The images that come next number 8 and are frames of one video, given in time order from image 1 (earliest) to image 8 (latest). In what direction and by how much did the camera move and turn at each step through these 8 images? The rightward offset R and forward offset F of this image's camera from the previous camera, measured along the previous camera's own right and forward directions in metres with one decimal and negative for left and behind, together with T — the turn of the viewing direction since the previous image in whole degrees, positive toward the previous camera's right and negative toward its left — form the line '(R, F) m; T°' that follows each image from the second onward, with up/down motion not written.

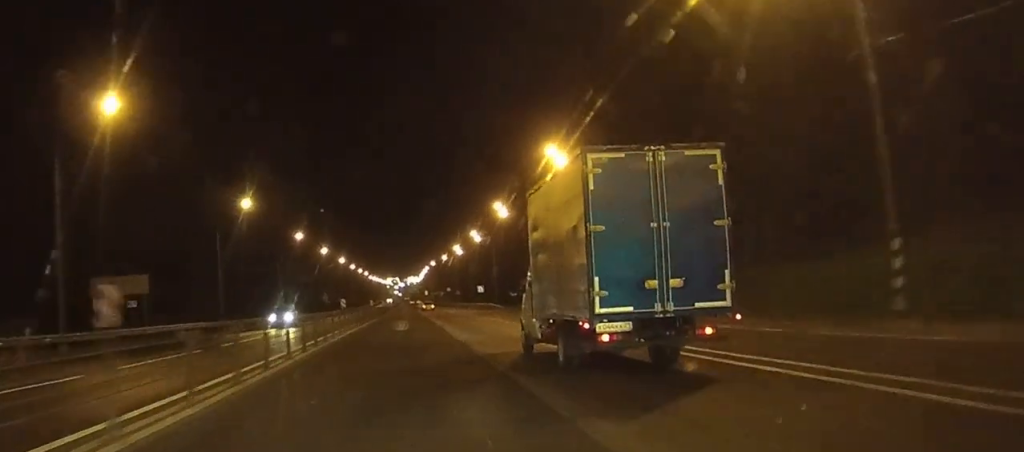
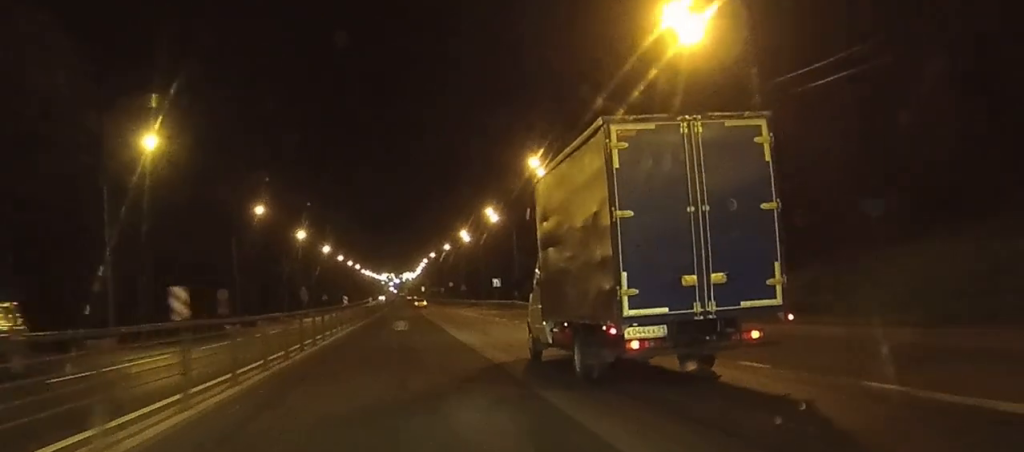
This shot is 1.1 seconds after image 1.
(0.0, +27.7) m; 0°
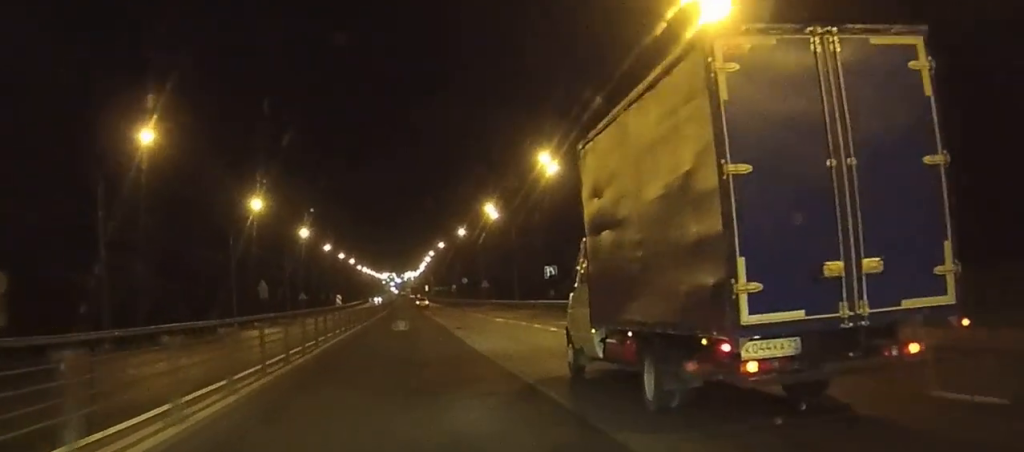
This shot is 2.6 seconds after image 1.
(0.0, +36.8) m; 0°
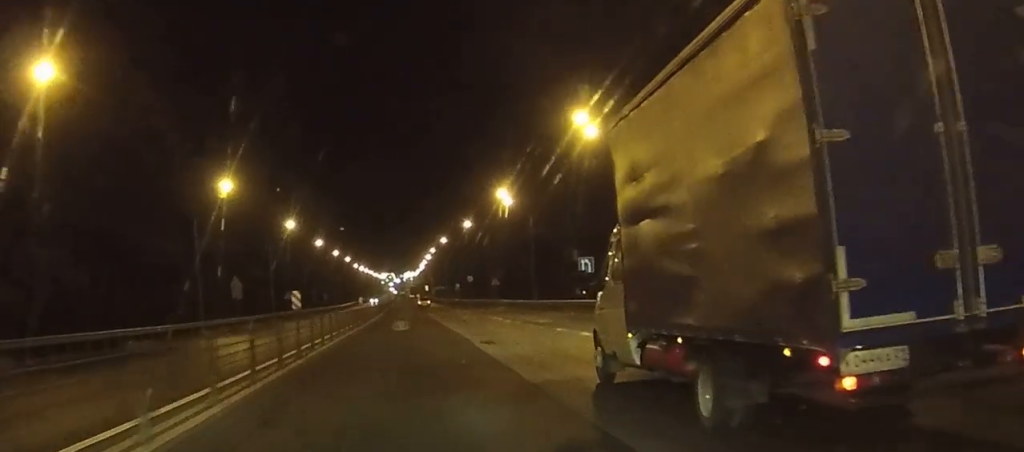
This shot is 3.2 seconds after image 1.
(0.0, +13.3) m; 0°
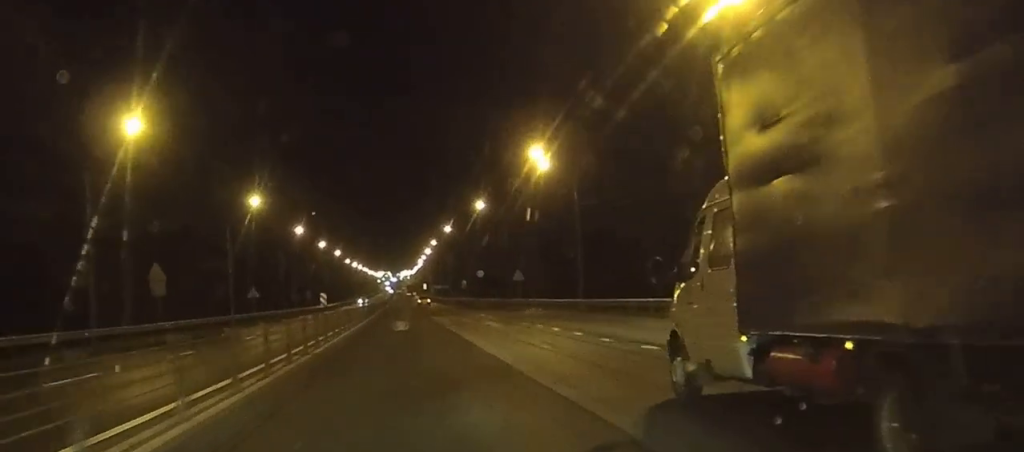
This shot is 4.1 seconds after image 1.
(0.0, +22.6) m; 0°
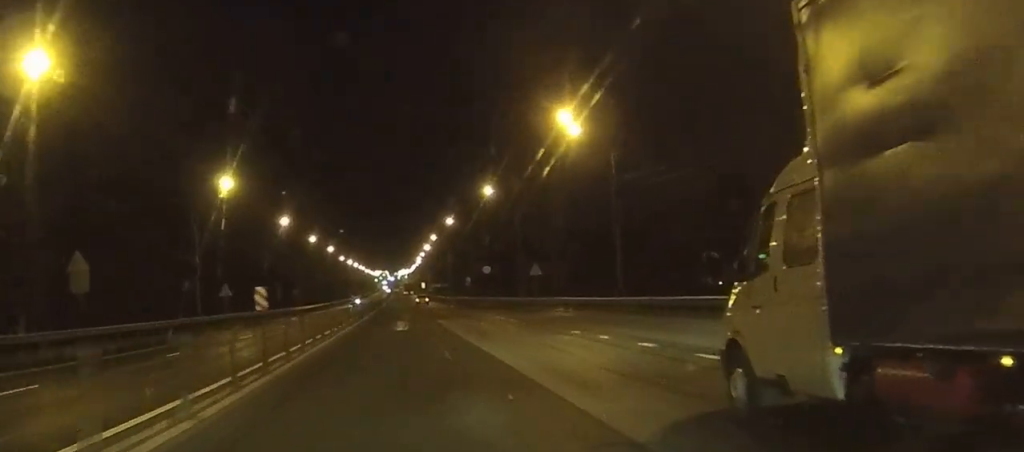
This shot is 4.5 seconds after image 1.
(0.0, +11.8) m; 0°
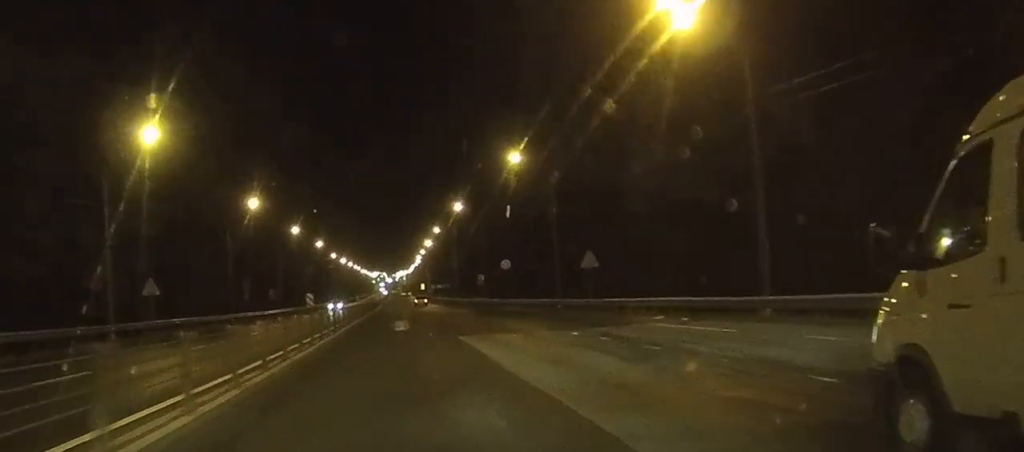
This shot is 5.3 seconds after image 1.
(+0.1, +20.4) m; 0°
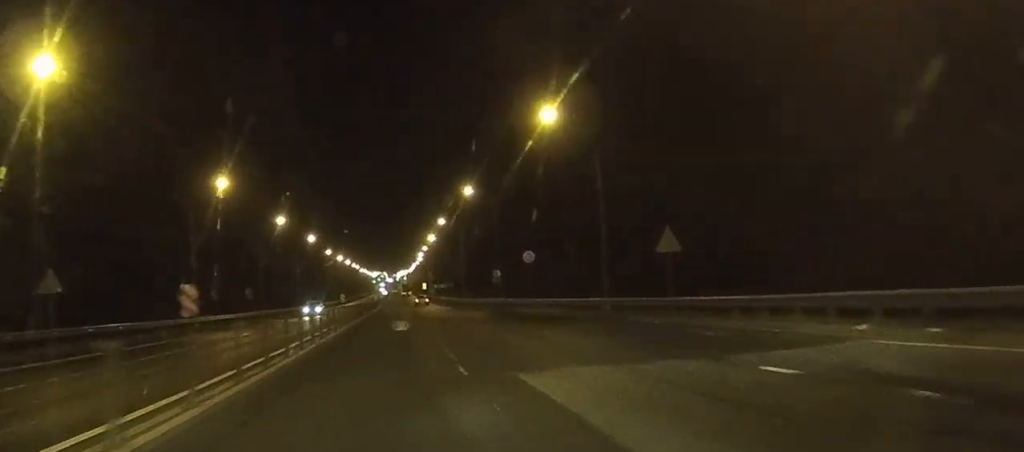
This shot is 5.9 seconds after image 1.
(0.0, +14.6) m; 0°
